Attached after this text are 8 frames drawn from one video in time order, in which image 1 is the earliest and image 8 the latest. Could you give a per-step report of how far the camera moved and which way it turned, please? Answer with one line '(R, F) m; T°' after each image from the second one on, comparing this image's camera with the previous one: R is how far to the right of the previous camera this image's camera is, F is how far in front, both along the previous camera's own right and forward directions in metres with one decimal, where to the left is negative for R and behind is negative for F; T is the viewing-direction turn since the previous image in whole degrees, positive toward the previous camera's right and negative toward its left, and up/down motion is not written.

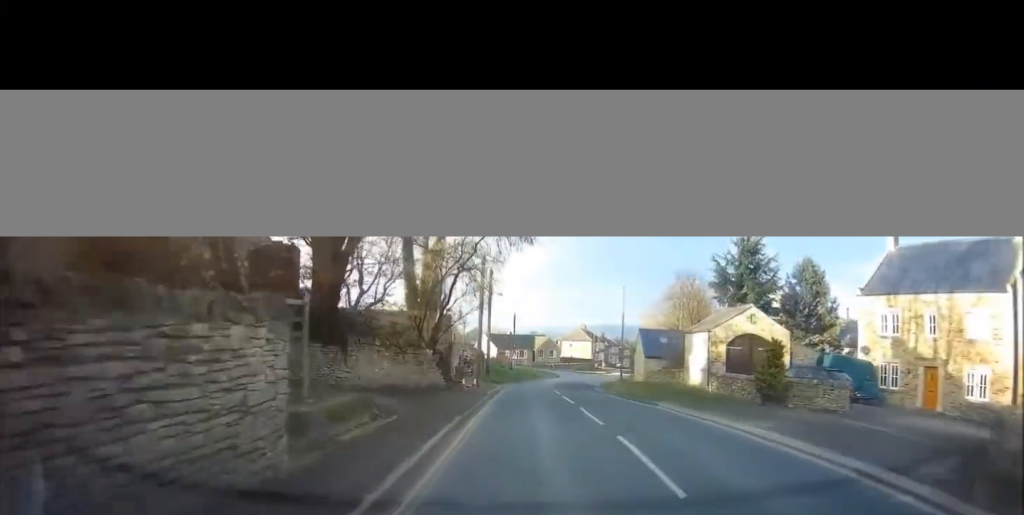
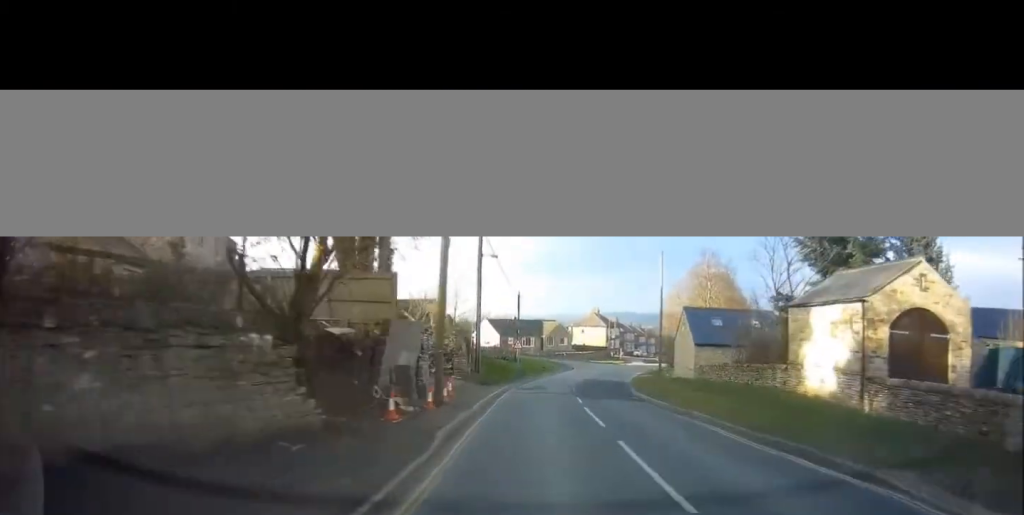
(-0.1, +12.2) m; 0°
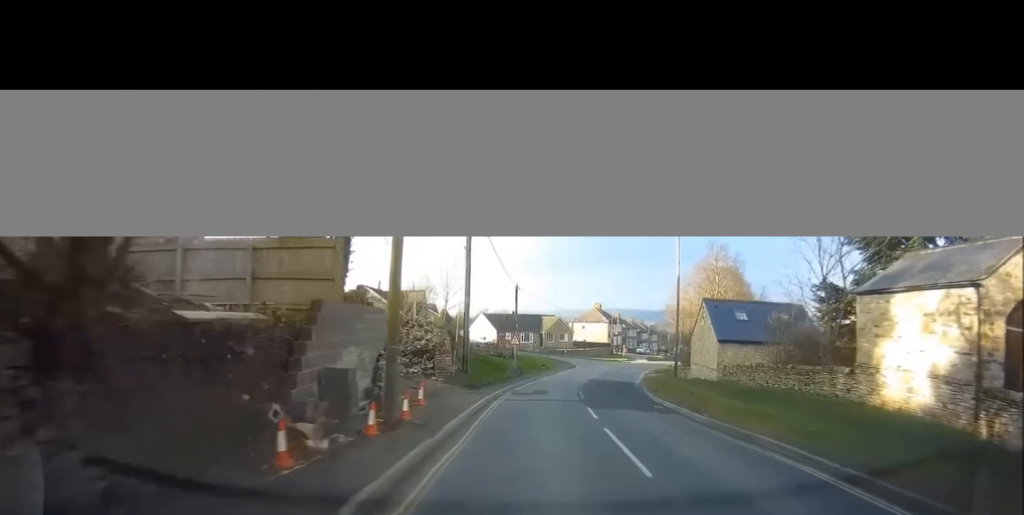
(-0.1, +4.4) m; +1°
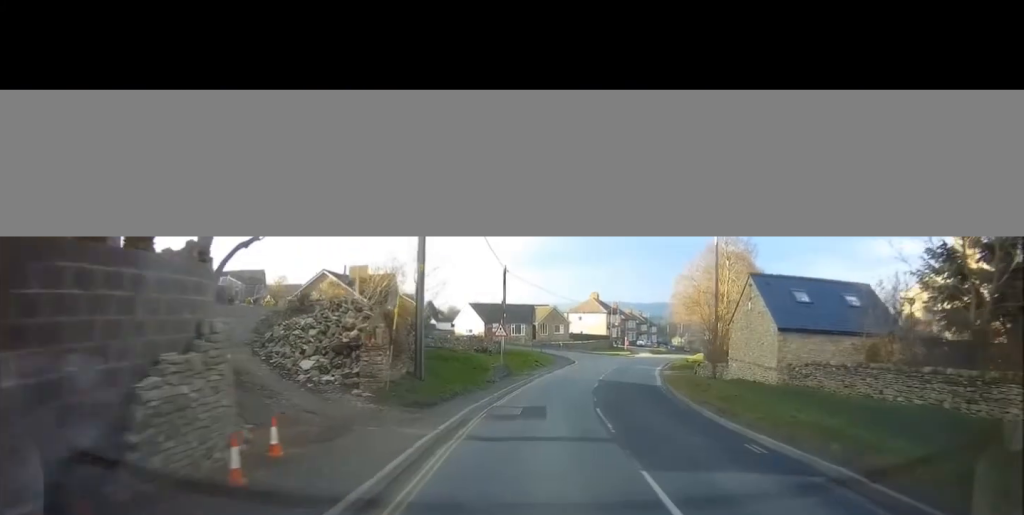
(+0.2, +8.3) m; +2°
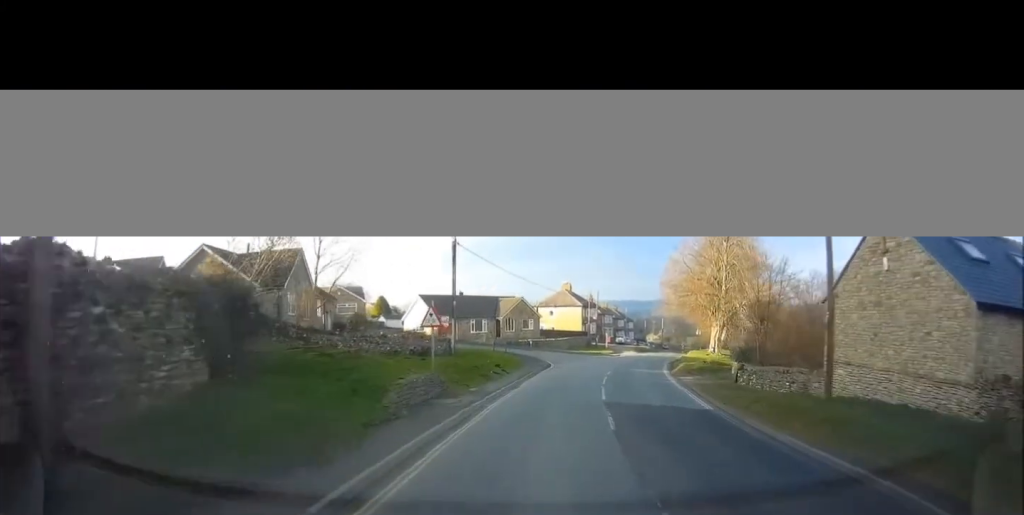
(+0.2, +12.2) m; +1°
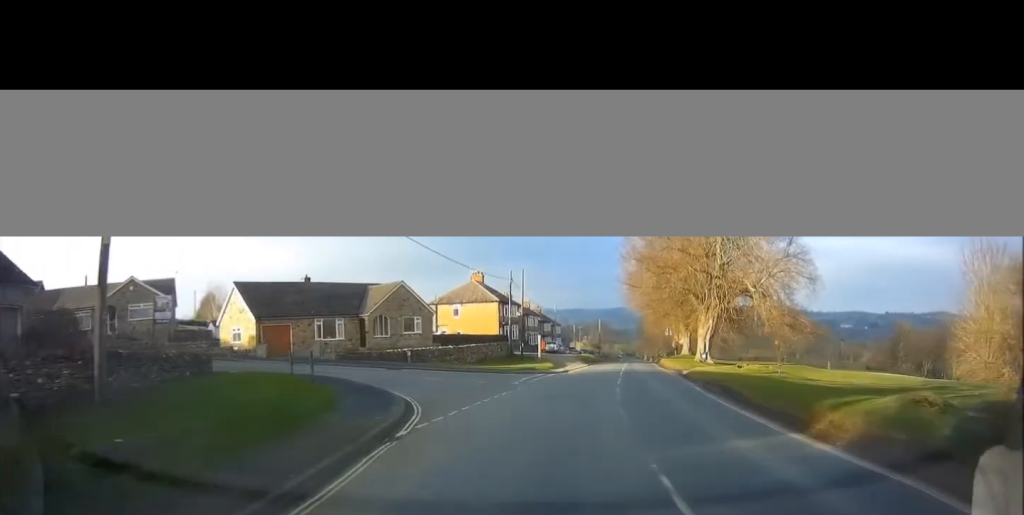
(+1.4, +24.4) m; +9°
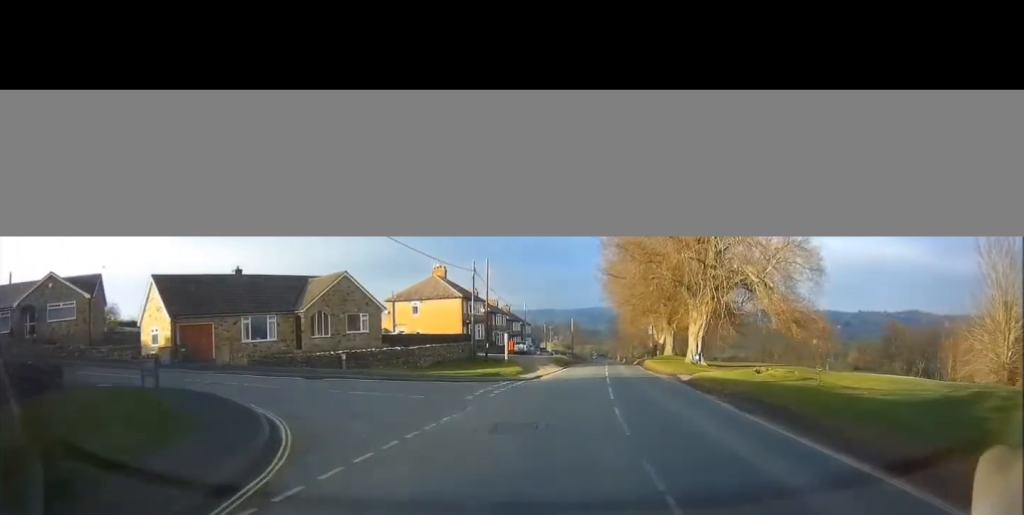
(+0.1, +5.9) m; +3°
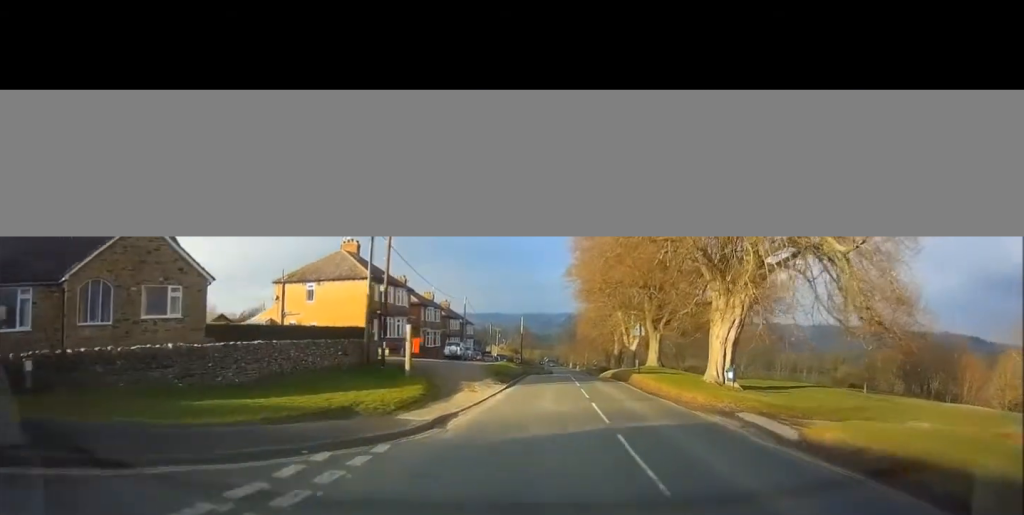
(+0.7, +15.2) m; +5°
